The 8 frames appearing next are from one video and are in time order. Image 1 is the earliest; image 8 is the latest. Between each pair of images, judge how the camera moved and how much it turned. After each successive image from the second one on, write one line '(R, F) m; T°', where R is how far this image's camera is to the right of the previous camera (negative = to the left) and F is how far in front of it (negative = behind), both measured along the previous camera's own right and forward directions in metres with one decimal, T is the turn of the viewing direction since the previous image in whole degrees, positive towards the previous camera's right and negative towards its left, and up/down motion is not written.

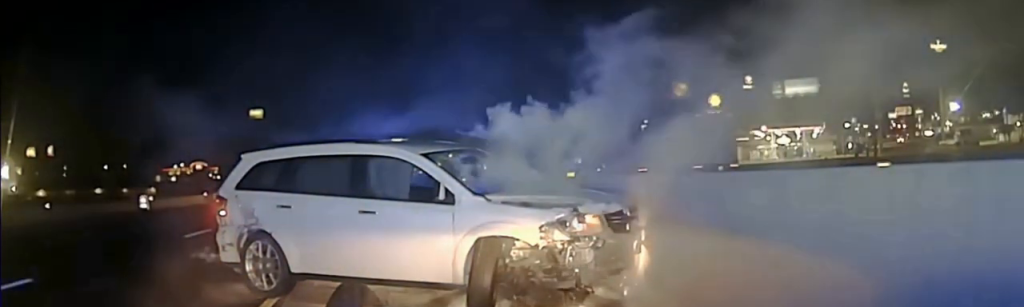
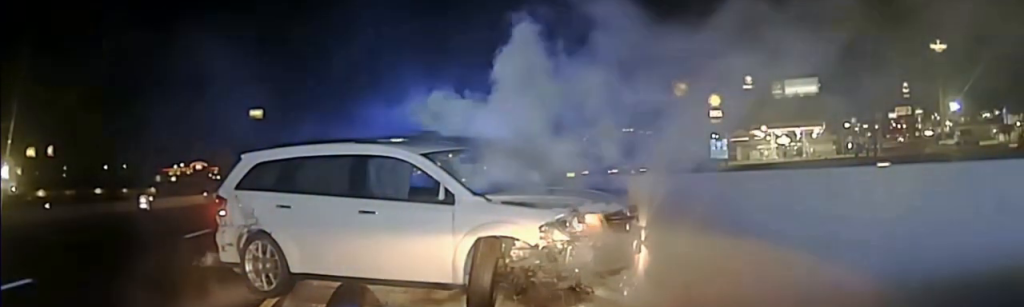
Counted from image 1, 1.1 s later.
(-0.1, -0.1) m; 0°
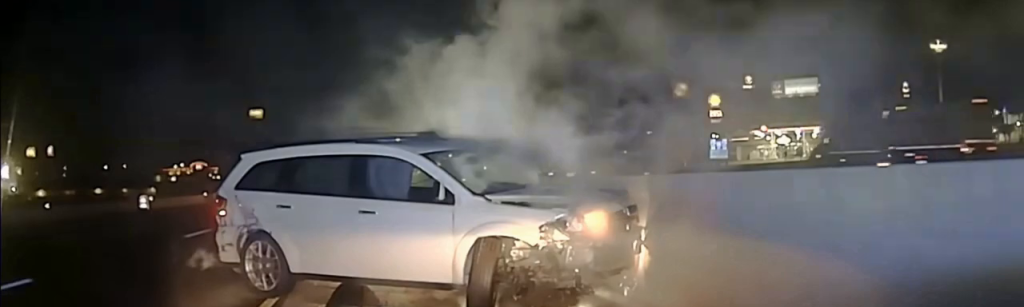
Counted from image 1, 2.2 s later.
(-0.1, -0.1) m; 0°
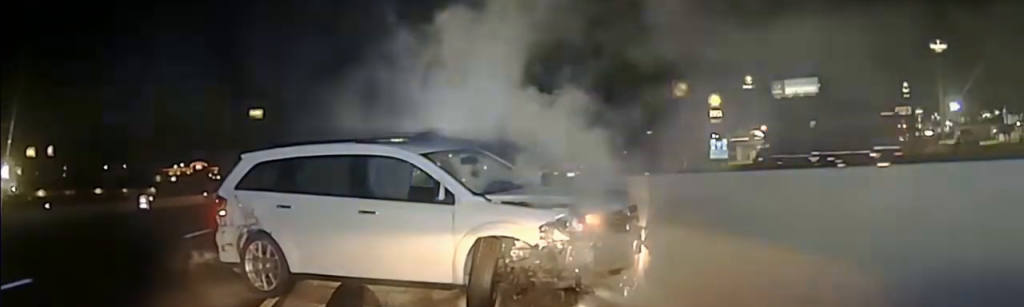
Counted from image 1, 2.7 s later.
(0.0, 0.0) m; 0°
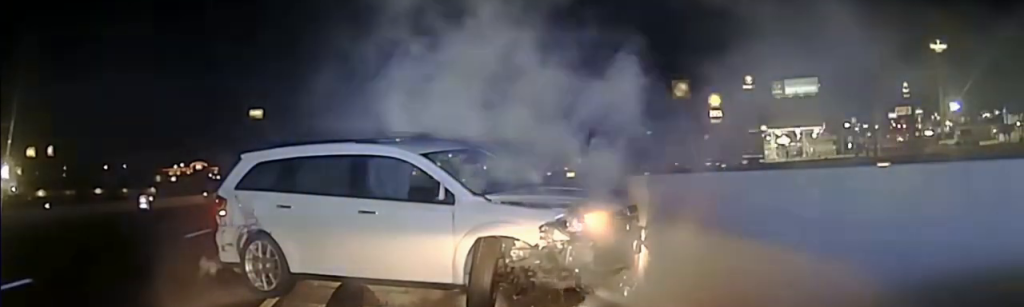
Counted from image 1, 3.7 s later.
(-0.1, -0.1) m; 0°
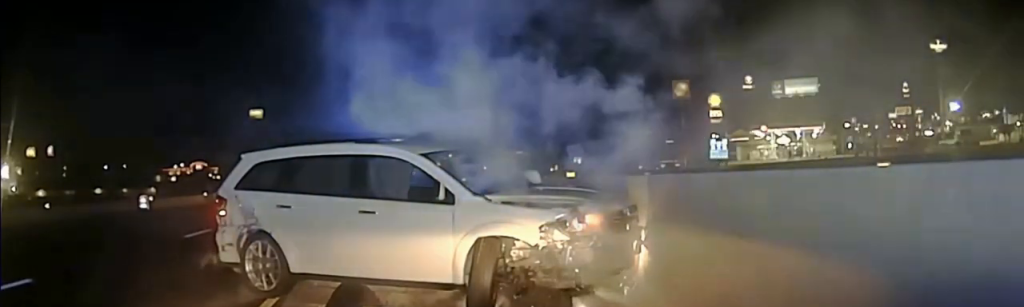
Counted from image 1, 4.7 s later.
(-0.1, -0.1) m; 0°
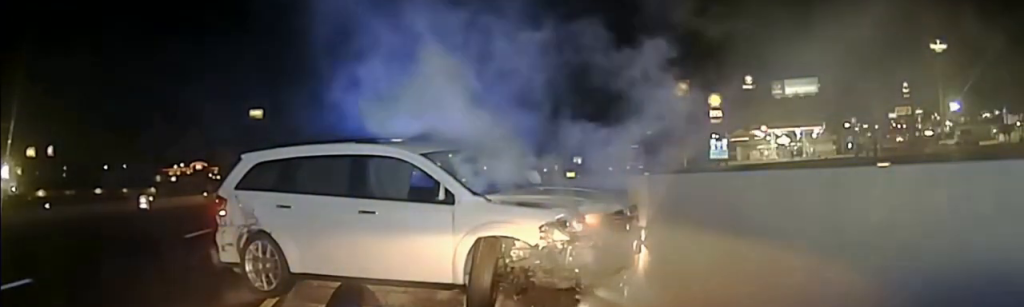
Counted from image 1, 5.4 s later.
(0.0, -0.1) m; 0°
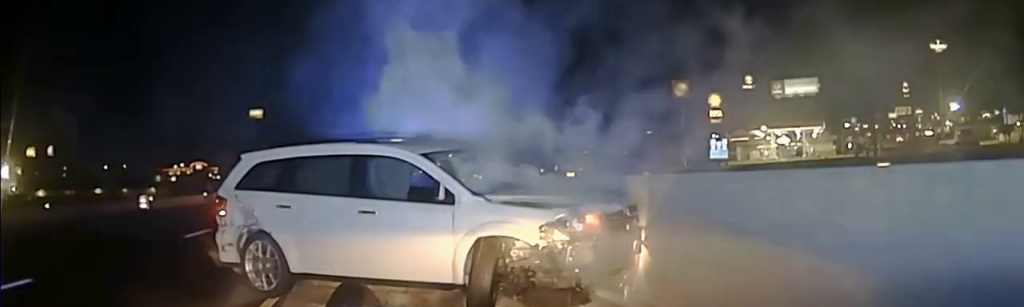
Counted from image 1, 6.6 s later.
(0.0, -0.1) m; 0°
